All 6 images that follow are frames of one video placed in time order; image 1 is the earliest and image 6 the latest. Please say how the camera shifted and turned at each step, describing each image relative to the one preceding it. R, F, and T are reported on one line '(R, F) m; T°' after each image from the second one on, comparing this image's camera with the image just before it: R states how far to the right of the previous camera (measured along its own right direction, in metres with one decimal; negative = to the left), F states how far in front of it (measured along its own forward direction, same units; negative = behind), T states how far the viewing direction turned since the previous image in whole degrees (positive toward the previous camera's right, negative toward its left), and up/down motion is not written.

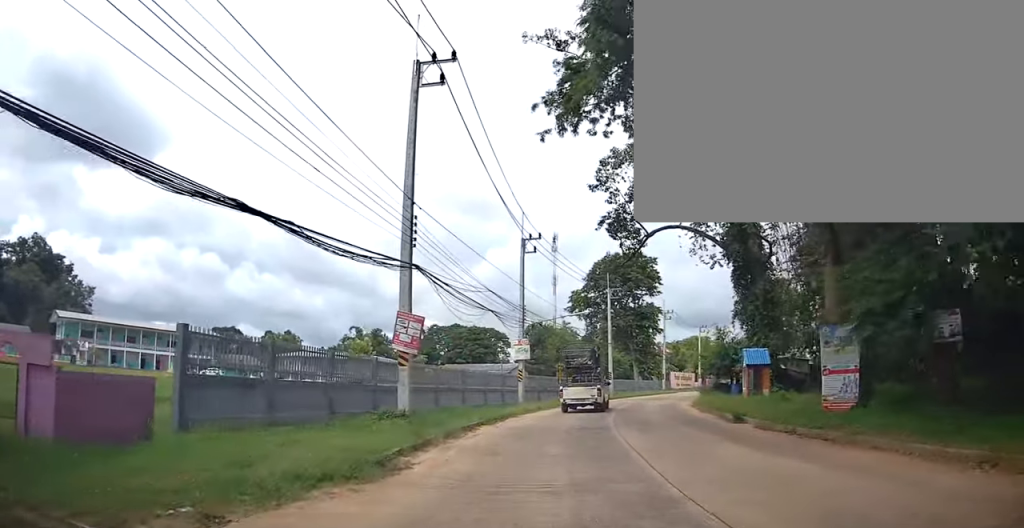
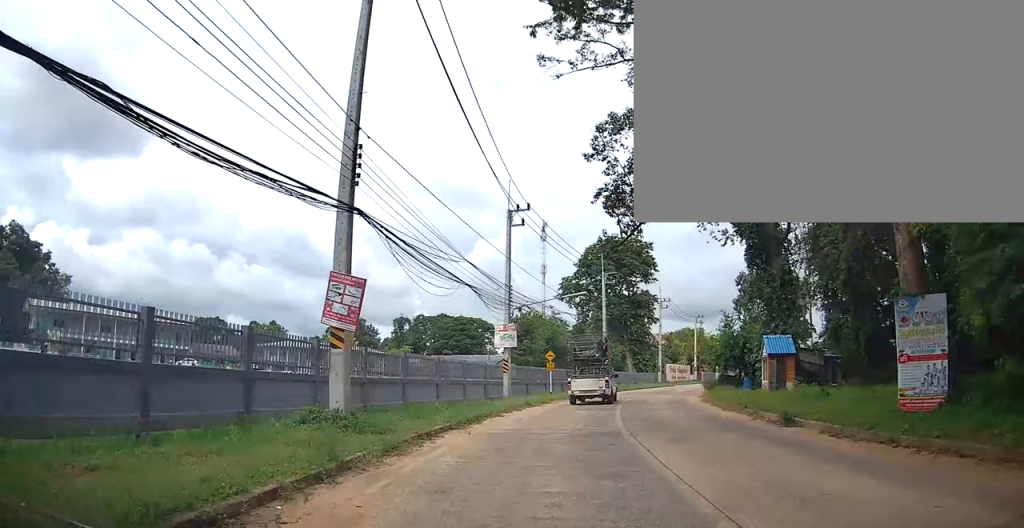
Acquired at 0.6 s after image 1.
(0.0, +3.4) m; +3°
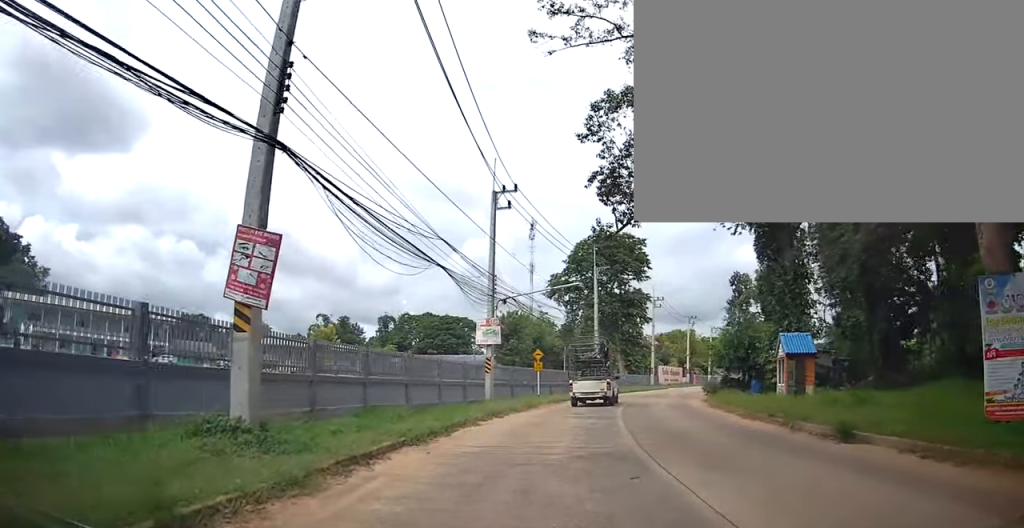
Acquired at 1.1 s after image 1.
(+0.1, +2.5) m; -1°
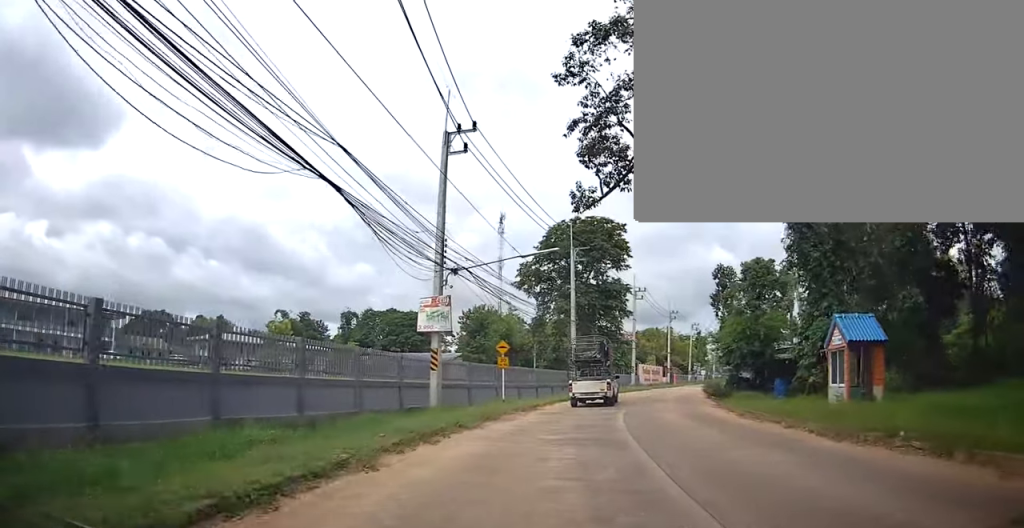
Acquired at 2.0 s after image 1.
(-0.1, +5.3) m; -4°
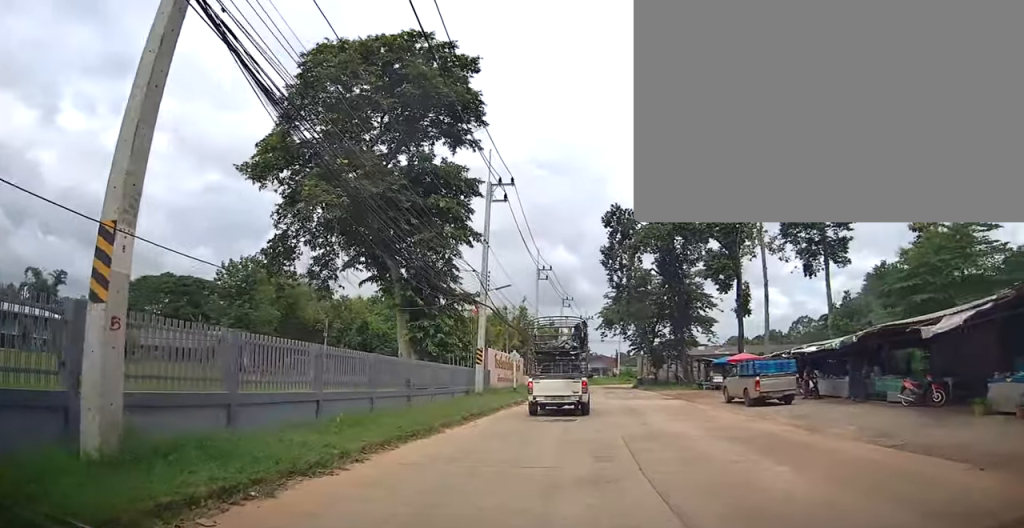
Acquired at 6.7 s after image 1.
(+4.2, +27.1) m; +10°
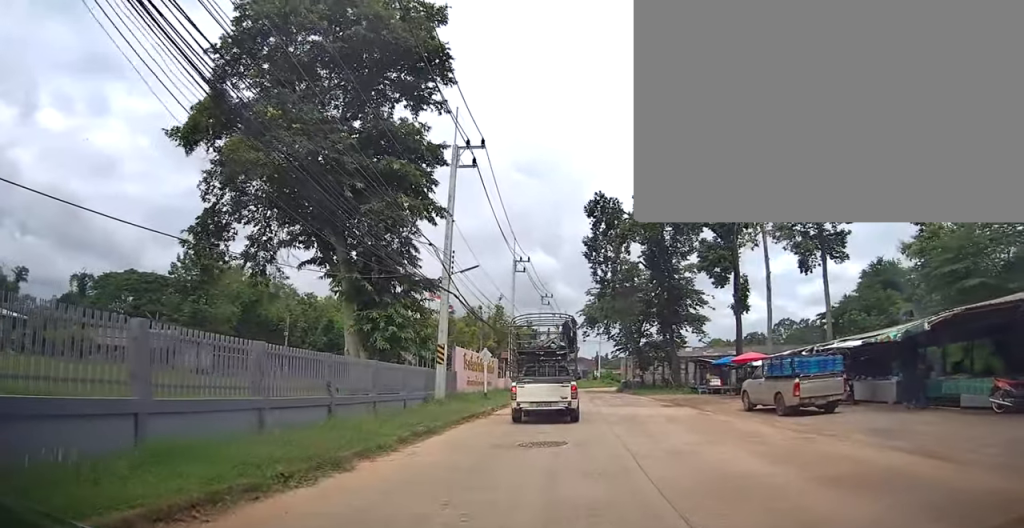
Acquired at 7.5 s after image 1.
(-0.3, +4.5) m; -2°
